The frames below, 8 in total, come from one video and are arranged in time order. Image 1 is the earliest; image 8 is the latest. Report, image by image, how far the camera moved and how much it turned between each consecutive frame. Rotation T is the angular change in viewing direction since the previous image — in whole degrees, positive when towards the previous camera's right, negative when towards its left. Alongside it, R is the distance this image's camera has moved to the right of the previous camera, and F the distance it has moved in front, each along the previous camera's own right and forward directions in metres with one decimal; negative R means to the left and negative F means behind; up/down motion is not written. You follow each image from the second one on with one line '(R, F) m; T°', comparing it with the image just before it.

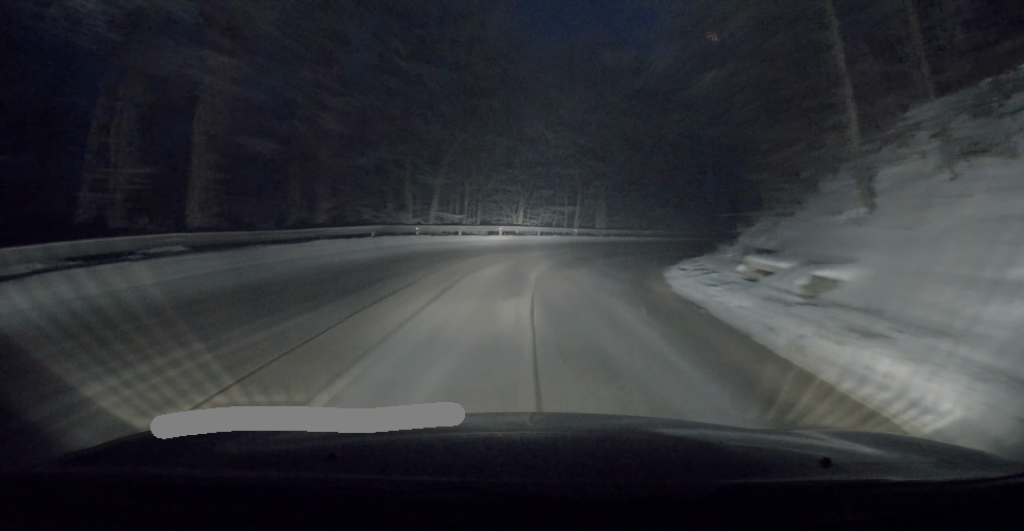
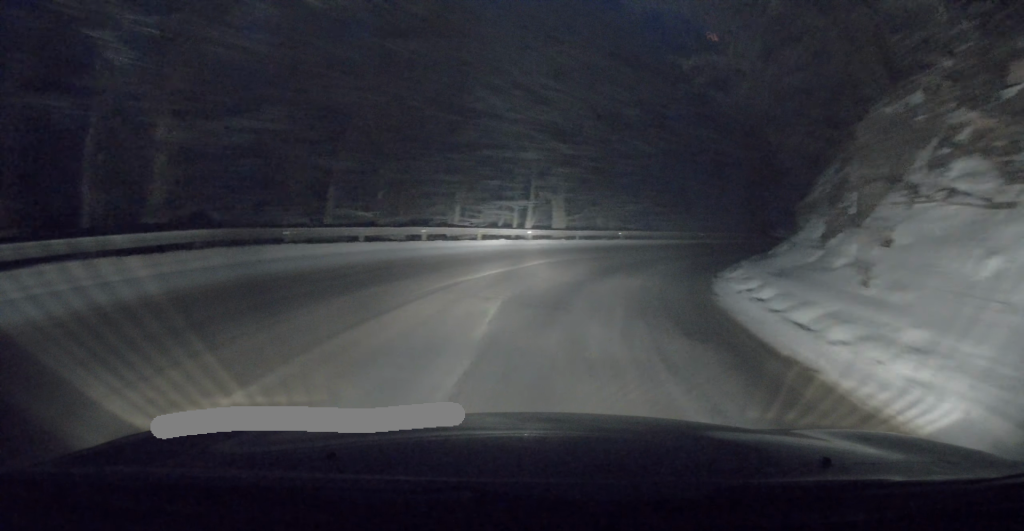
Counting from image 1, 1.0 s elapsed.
(+0.3, +10.7) m; +6°
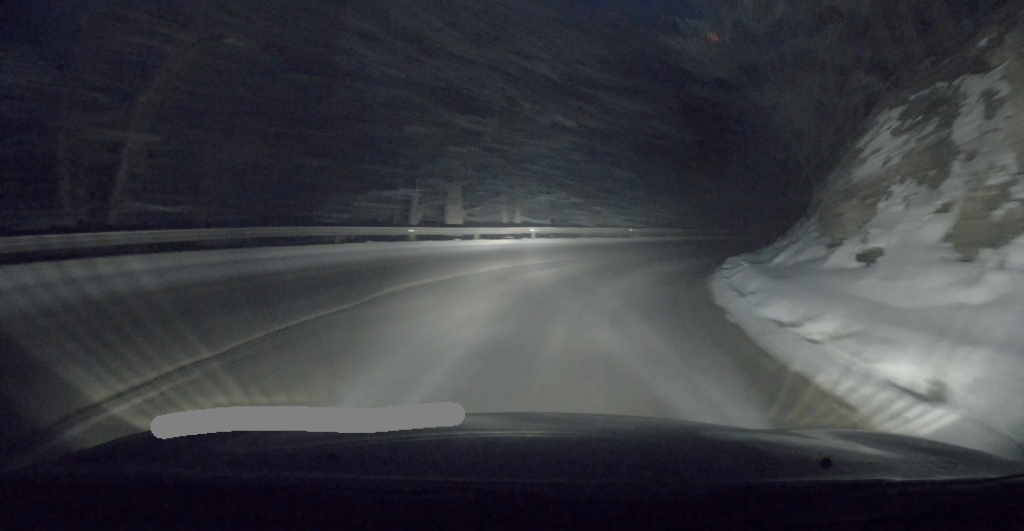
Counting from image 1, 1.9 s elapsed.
(+0.5, +8.7) m; +7°
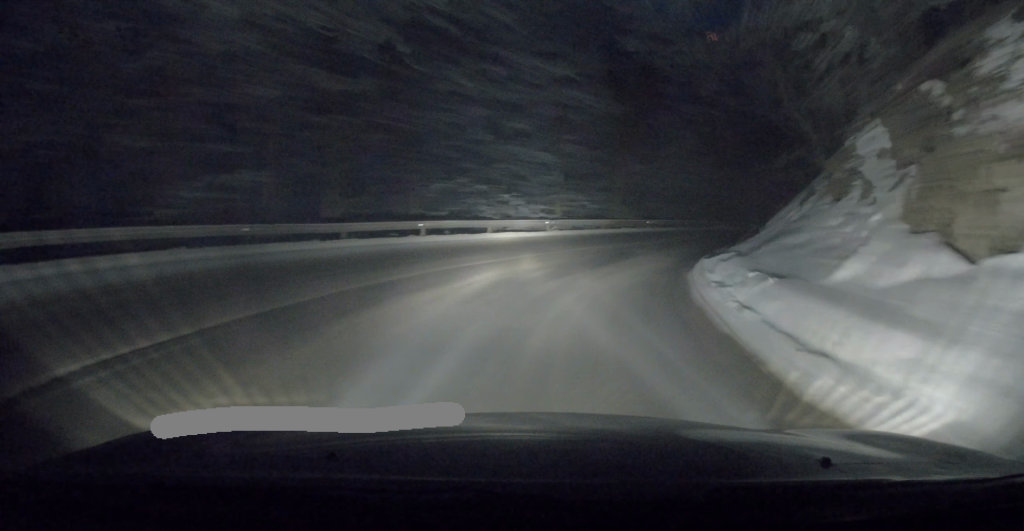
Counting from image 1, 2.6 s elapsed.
(+0.2, +7.3) m; +5°
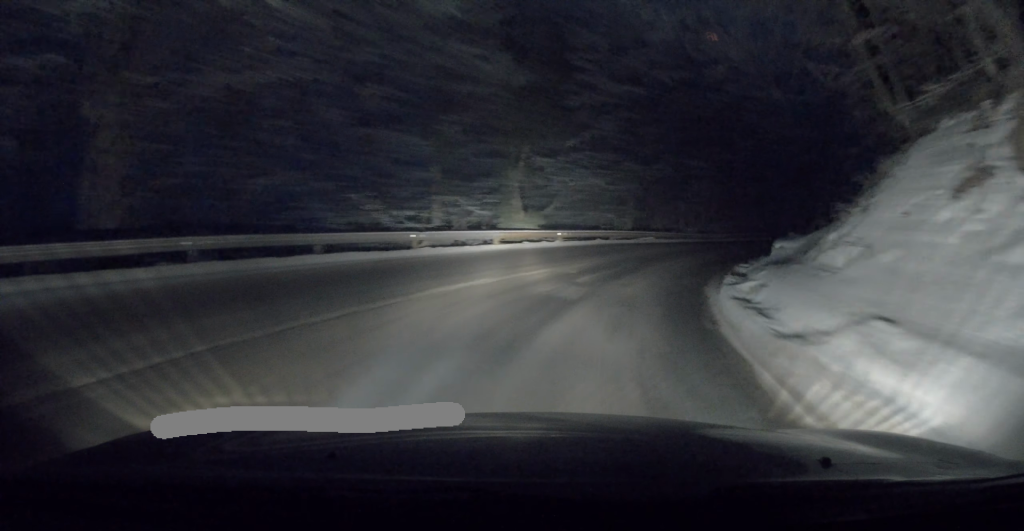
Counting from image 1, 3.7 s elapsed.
(+0.6, +10.3) m; +3°
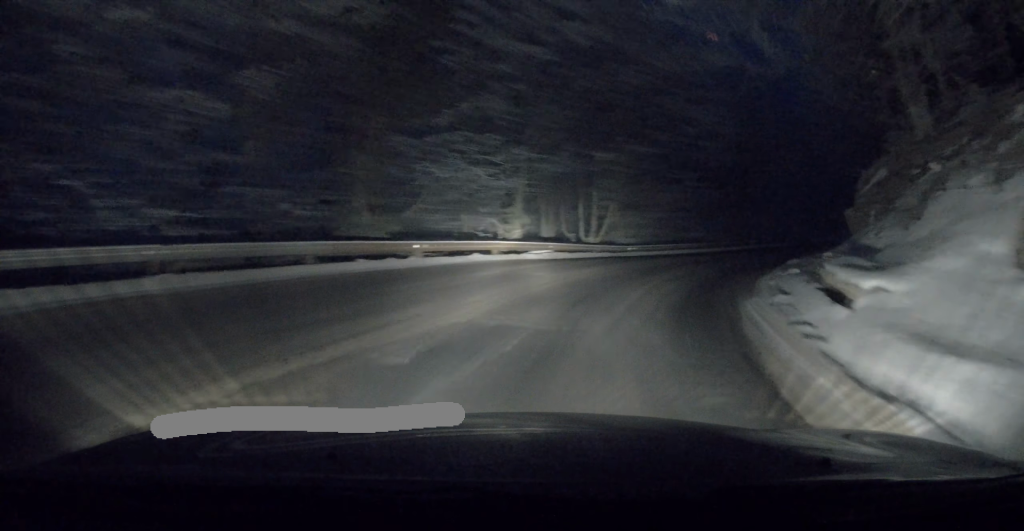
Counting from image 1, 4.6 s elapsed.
(-0.2, +8.6) m; +4°
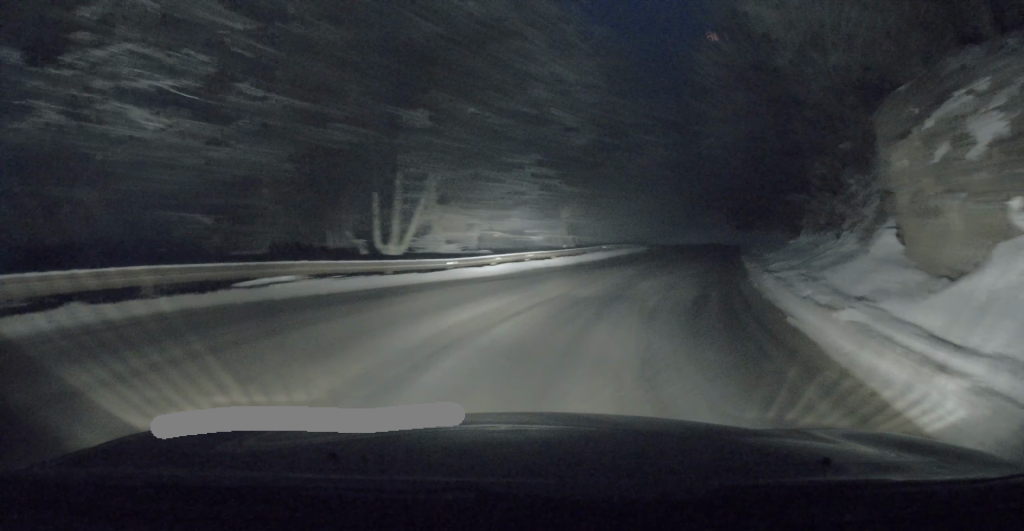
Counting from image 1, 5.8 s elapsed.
(+1.4, +10.6) m; +13°
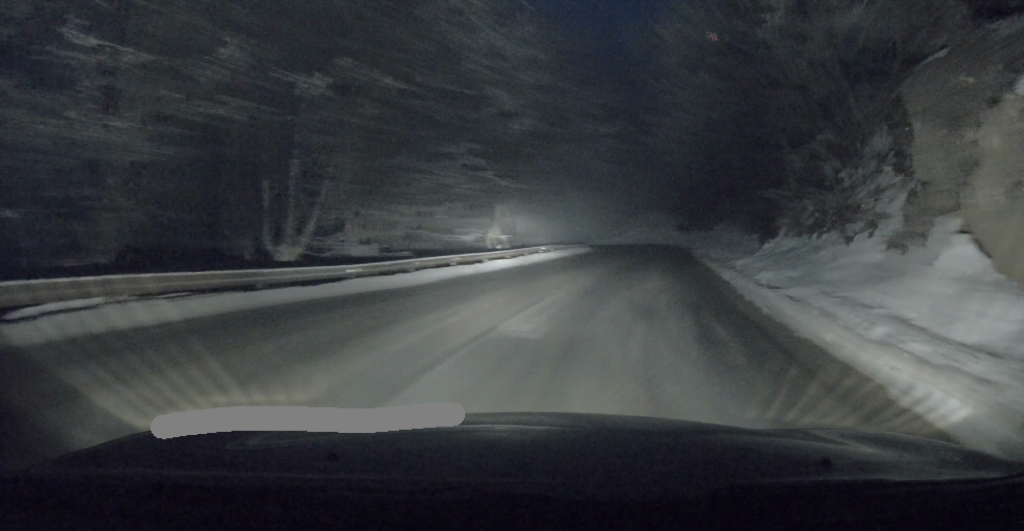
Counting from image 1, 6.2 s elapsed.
(+0.3, +3.8) m; +4°
